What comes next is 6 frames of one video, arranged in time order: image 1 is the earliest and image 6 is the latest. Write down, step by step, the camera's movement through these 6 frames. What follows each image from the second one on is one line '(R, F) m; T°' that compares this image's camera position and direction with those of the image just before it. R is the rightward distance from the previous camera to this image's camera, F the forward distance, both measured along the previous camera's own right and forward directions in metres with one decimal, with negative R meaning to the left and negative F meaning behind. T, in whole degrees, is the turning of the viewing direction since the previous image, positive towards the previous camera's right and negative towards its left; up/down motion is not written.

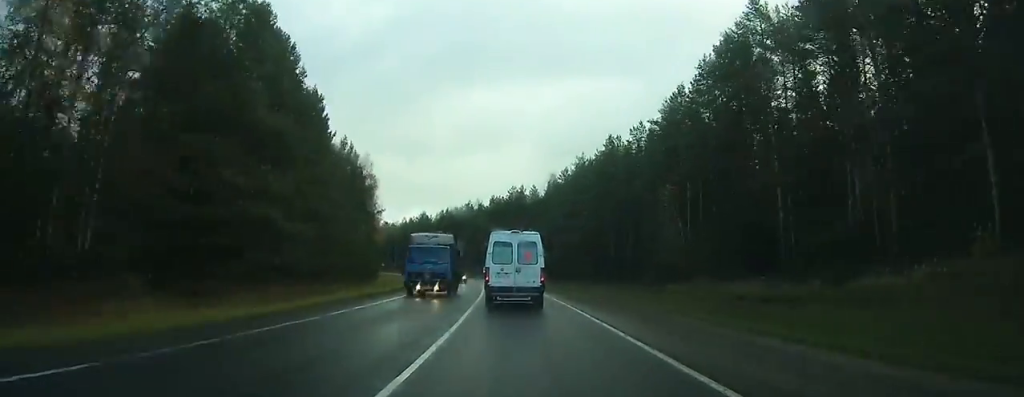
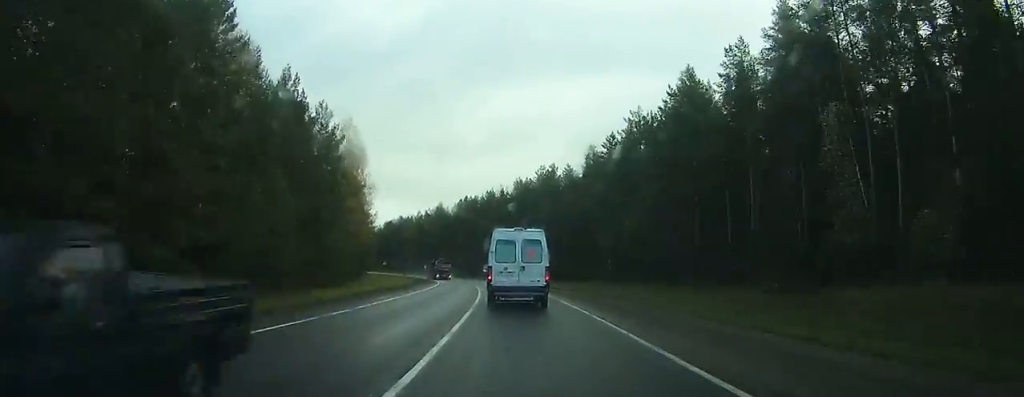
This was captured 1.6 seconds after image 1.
(-0.9, +29.2) m; -3°
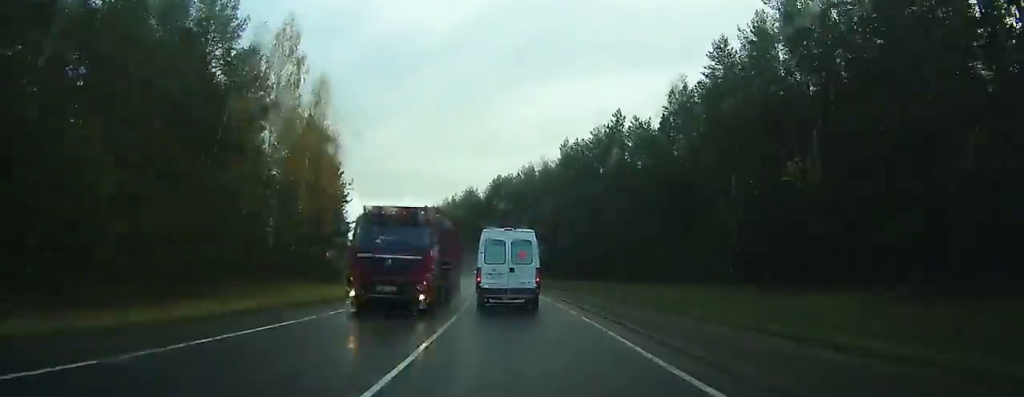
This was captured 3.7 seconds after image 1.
(-1.3, +37.6) m; -5°
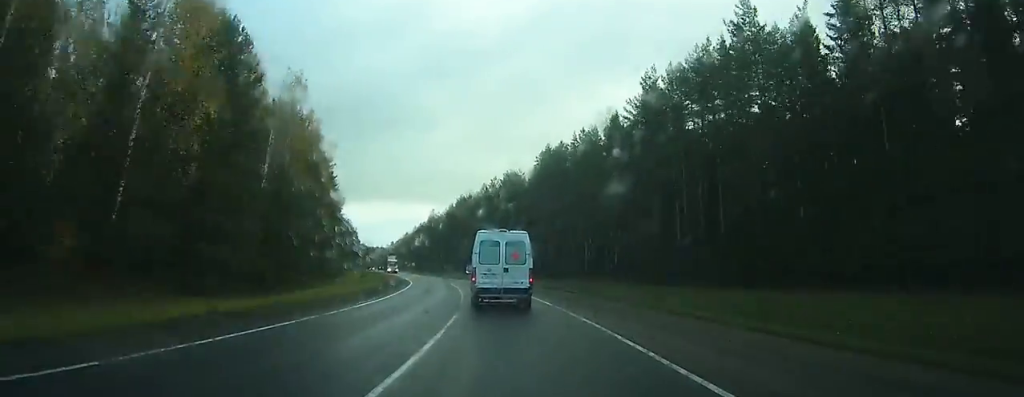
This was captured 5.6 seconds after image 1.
(-1.5, +35.1) m; -5°
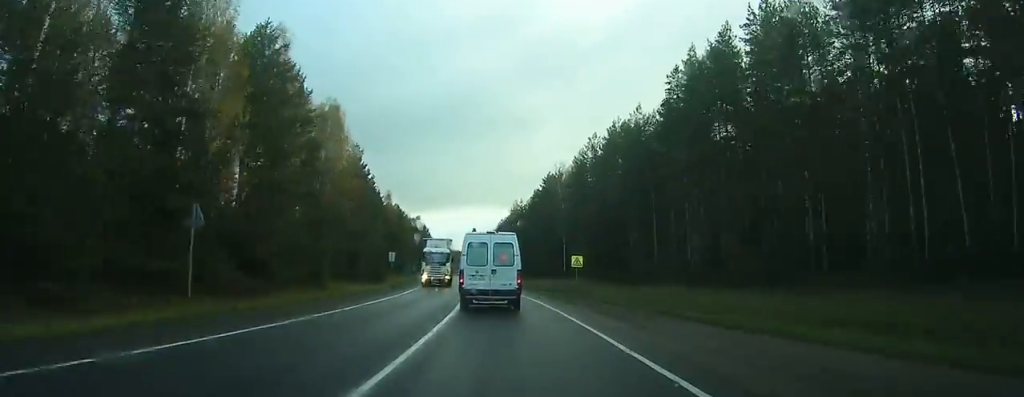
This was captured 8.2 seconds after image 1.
(-2.8, +46.8) m; -8°
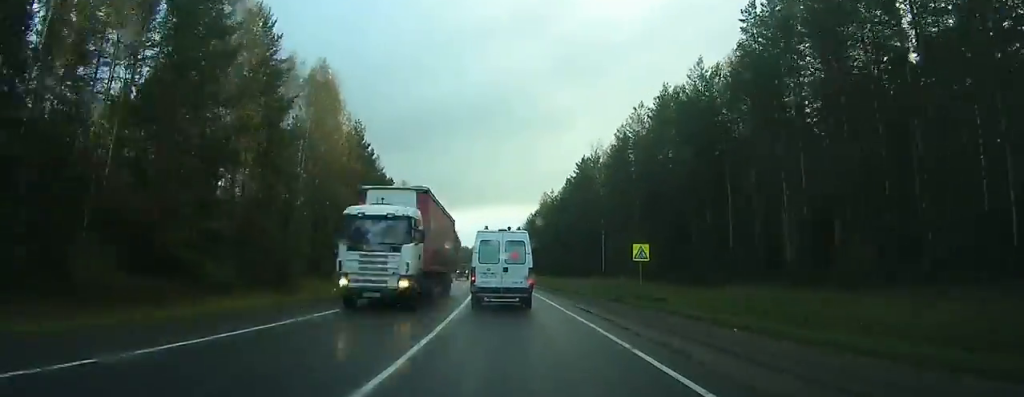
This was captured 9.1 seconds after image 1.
(-0.7, +15.5) m; -2°
